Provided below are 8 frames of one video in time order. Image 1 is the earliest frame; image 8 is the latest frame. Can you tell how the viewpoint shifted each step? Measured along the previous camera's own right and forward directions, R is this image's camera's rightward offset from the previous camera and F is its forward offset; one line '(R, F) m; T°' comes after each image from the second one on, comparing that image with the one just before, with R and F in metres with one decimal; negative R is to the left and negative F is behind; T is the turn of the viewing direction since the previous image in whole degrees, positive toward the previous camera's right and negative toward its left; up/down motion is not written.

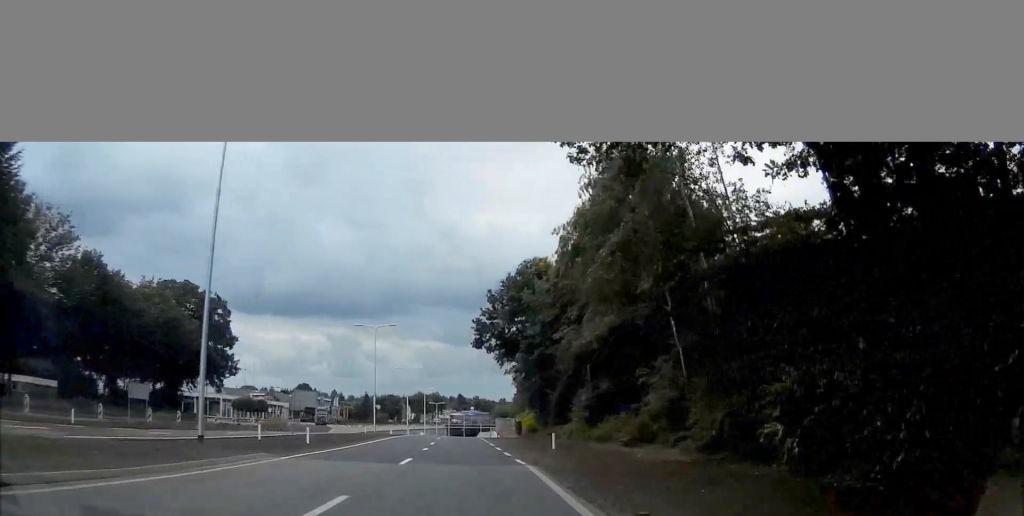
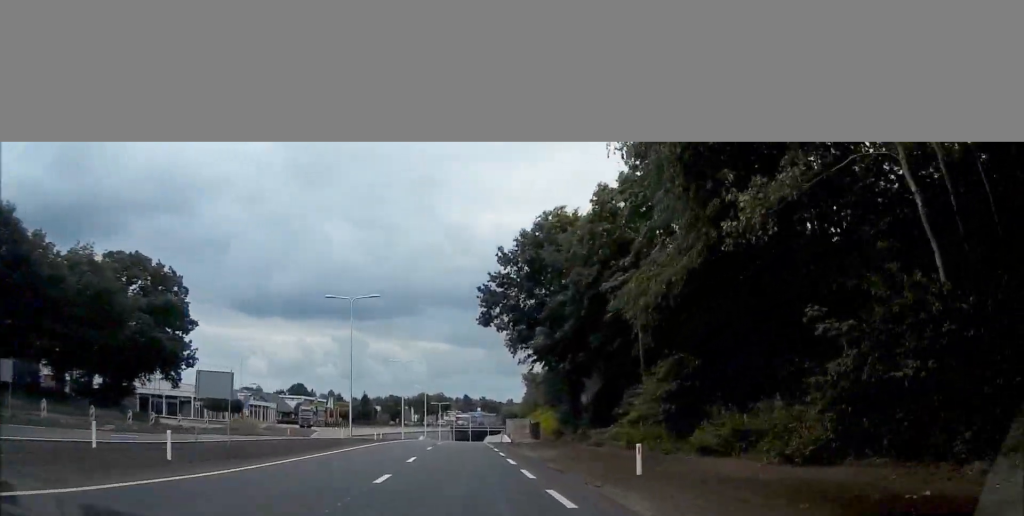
(-0.1, +16.2) m; 0°
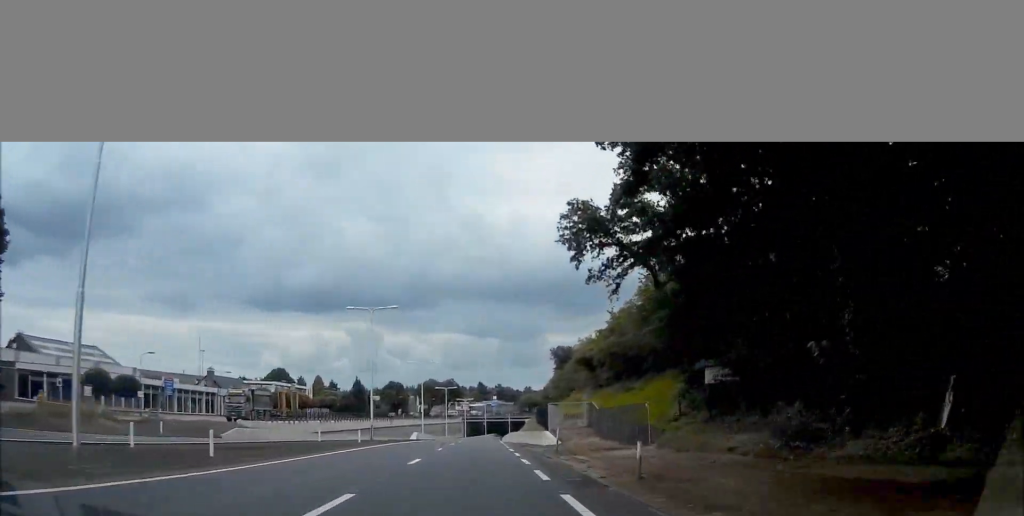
(-0.3, +38.3) m; -1°
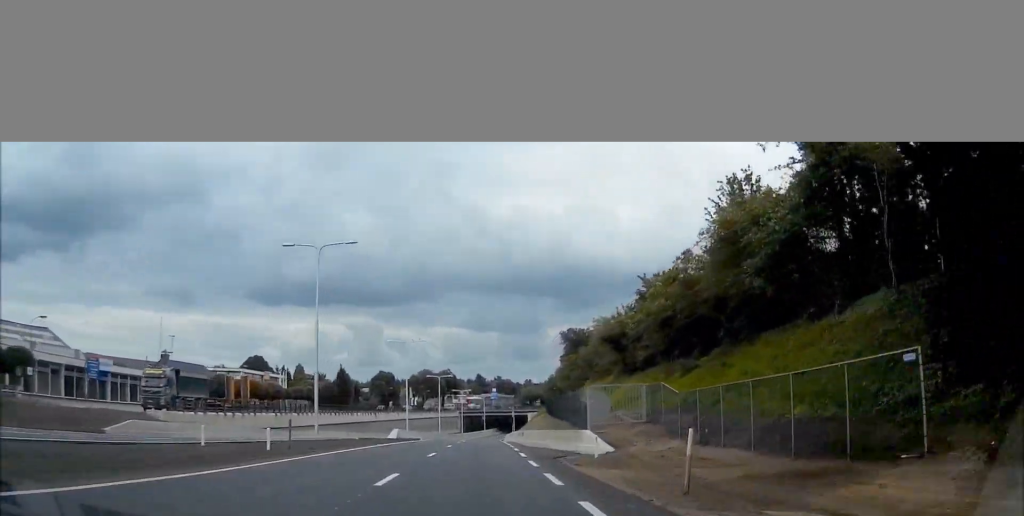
(-0.1, +19.3) m; 0°
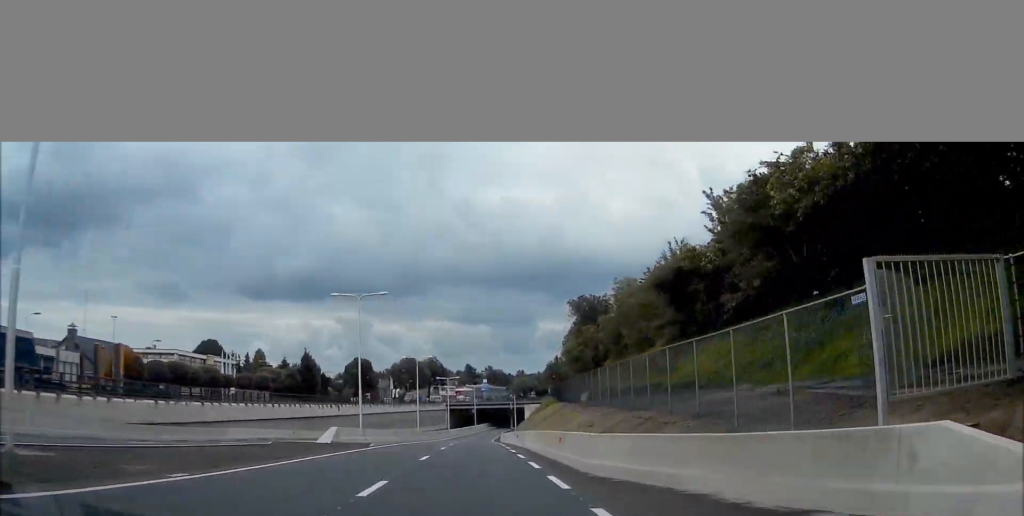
(-0.1, +25.6) m; 0°
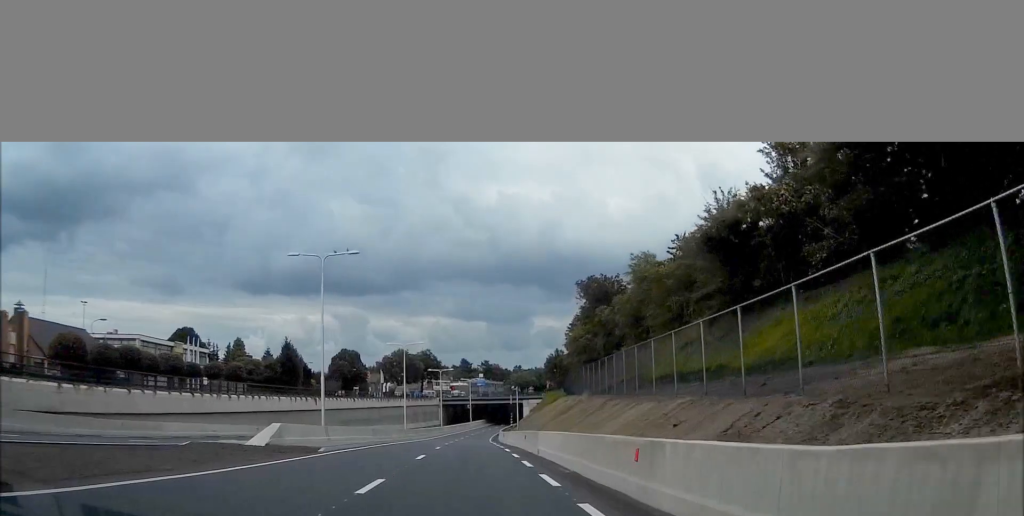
(0.0, +11.5) m; 0°
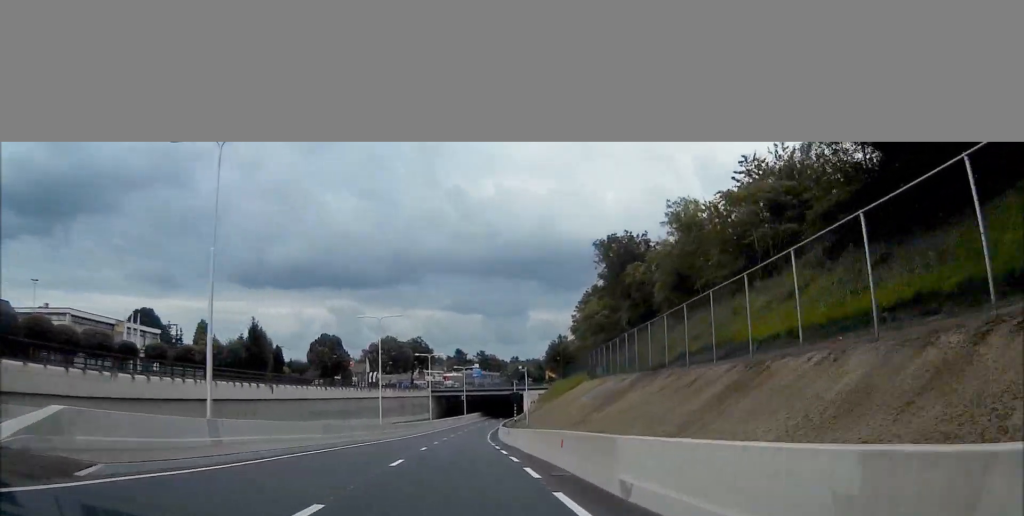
(+0.2, +17.0) m; +1°
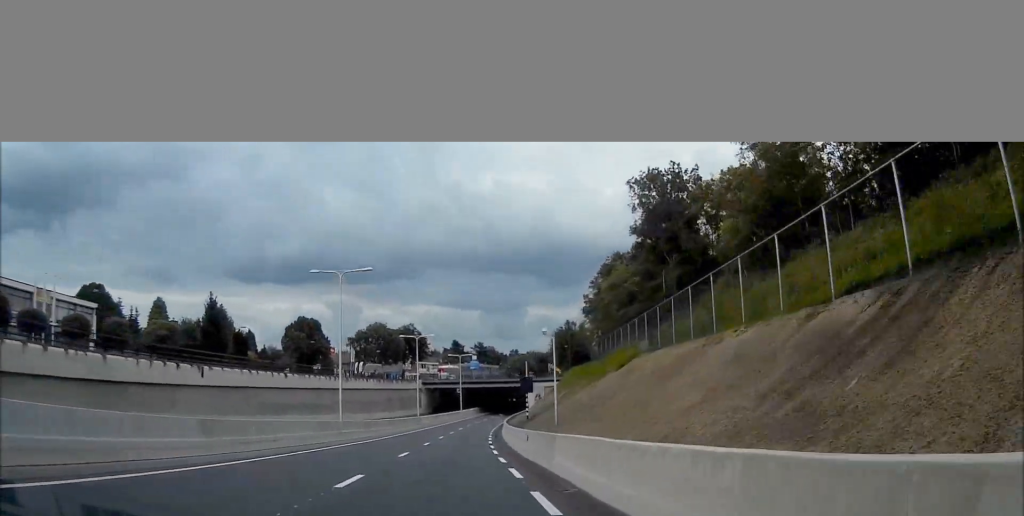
(+0.1, +18.1) m; 0°
